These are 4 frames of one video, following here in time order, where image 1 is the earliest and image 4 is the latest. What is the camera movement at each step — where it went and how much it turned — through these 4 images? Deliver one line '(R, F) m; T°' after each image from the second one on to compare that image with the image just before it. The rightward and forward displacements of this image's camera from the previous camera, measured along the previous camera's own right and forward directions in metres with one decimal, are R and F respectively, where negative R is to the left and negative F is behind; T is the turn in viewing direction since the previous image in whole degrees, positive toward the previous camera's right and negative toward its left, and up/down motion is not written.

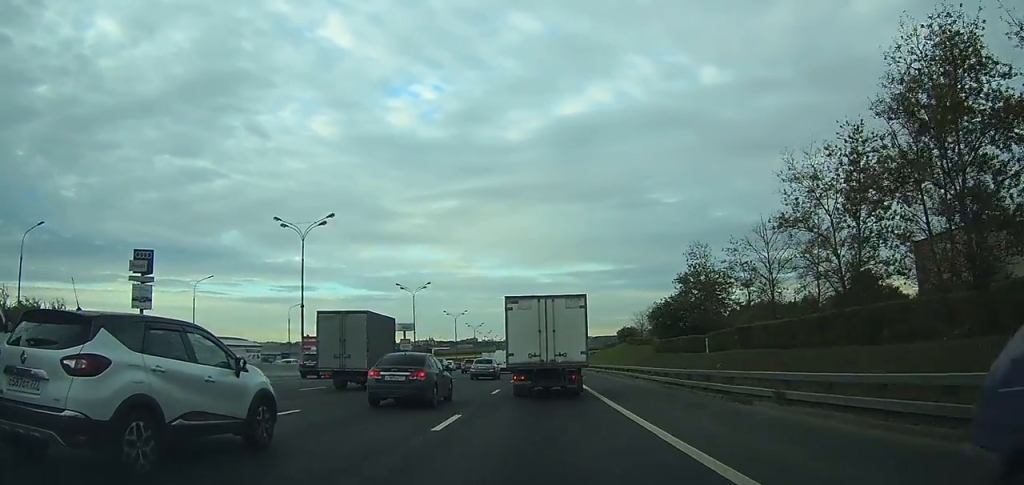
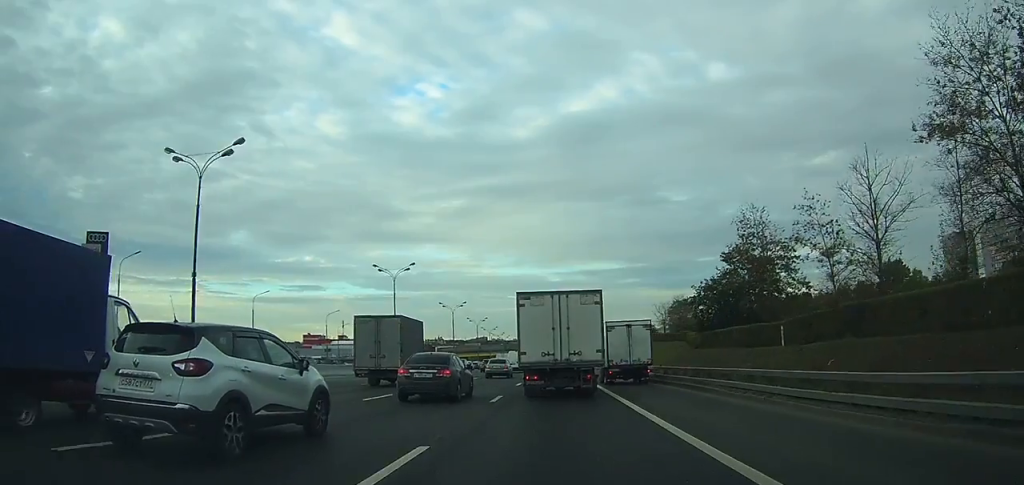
(0.0, +16.5) m; 0°
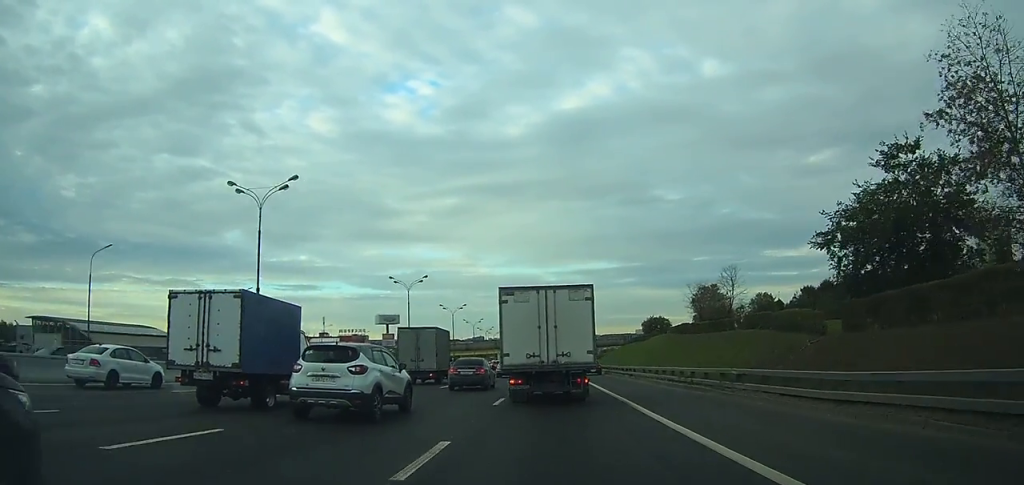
(+0.1, +34.9) m; +1°
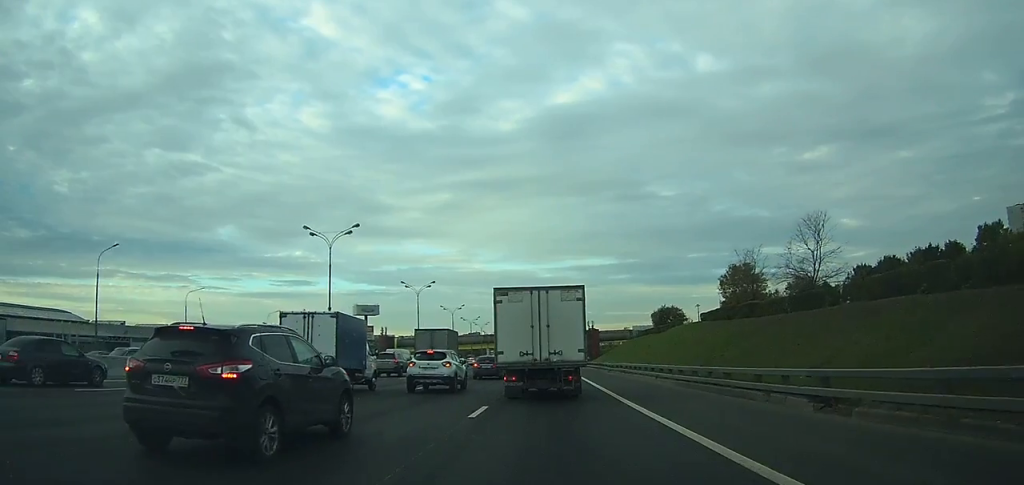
(-0.2, +27.9) m; -2°
